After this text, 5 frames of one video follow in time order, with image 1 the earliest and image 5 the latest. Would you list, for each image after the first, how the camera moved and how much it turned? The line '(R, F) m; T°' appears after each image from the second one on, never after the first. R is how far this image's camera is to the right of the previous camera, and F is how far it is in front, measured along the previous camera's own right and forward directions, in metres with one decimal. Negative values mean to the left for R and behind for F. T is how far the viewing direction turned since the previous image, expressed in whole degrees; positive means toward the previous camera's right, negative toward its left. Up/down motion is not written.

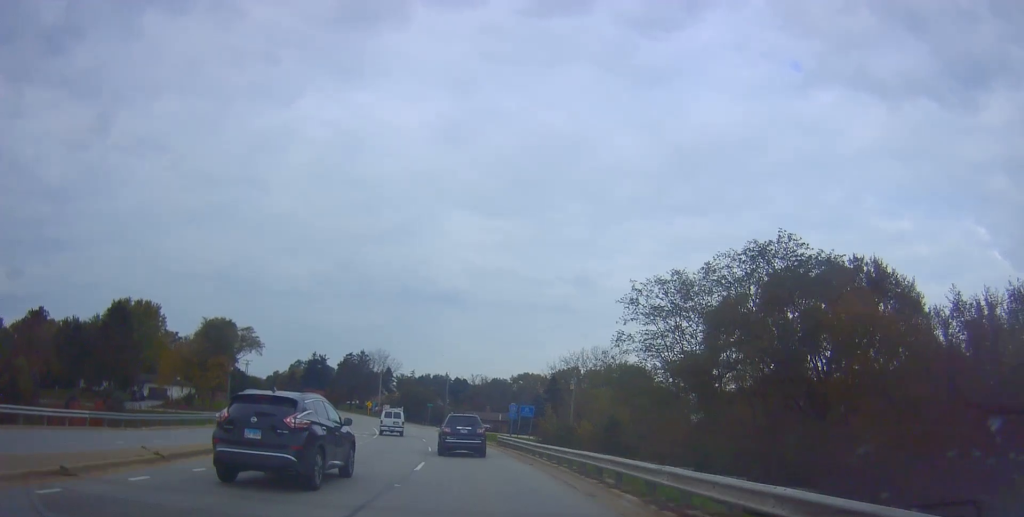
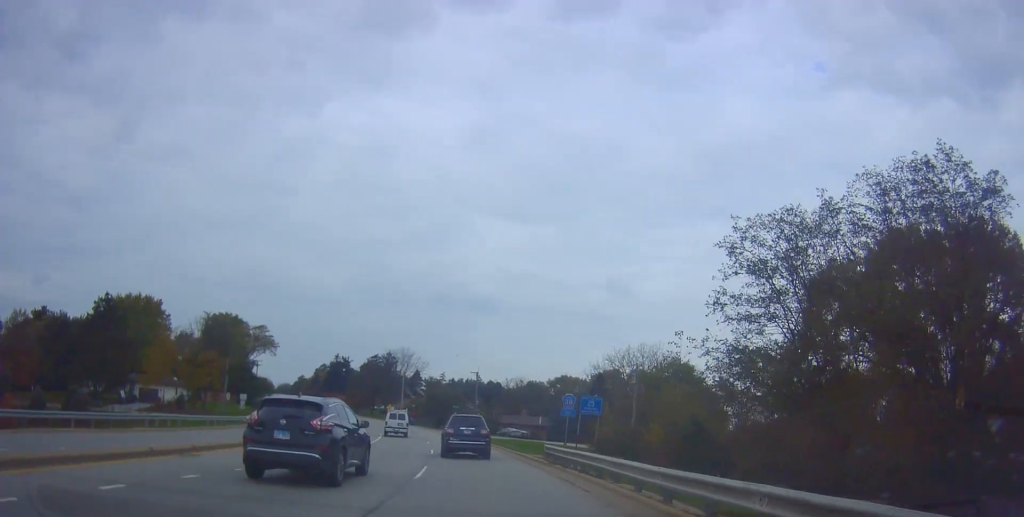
(-1.0, +14.6) m; -4°
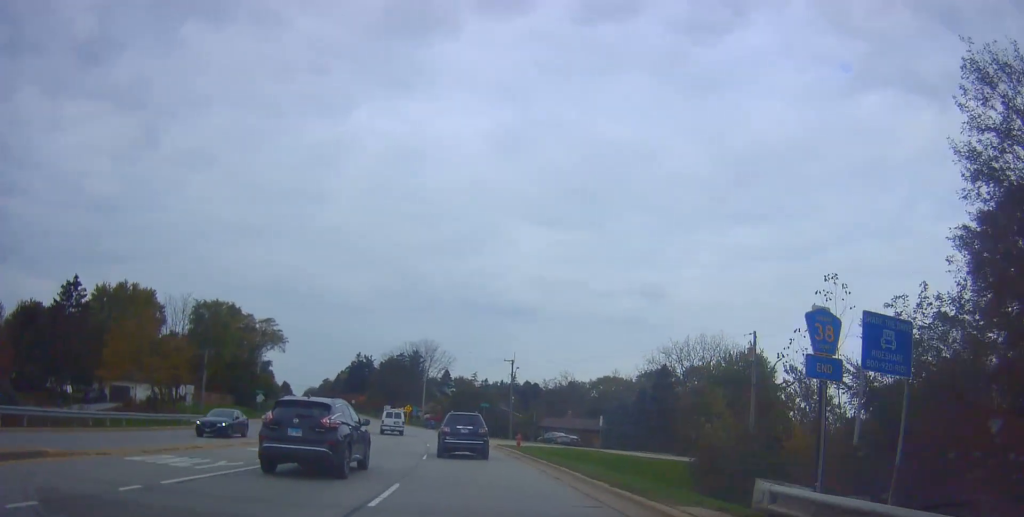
(-0.3, +18.7) m; -3°
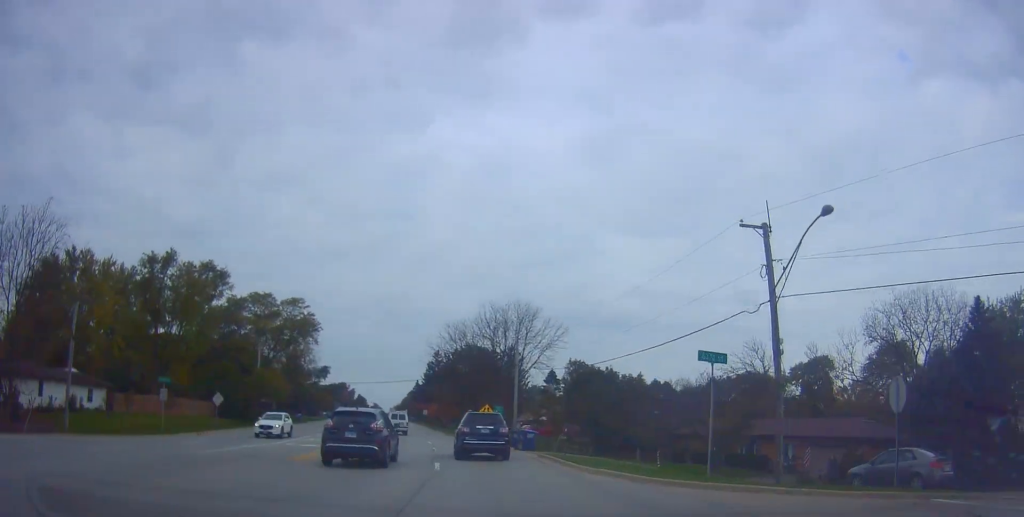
(-3.5, +45.4) m; -9°
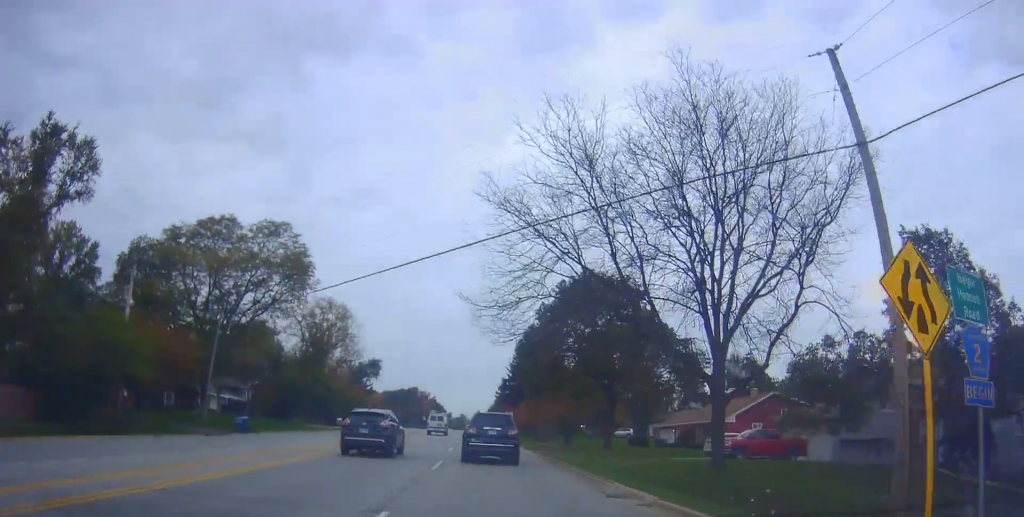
(-4.3, +47.1) m; -14°
